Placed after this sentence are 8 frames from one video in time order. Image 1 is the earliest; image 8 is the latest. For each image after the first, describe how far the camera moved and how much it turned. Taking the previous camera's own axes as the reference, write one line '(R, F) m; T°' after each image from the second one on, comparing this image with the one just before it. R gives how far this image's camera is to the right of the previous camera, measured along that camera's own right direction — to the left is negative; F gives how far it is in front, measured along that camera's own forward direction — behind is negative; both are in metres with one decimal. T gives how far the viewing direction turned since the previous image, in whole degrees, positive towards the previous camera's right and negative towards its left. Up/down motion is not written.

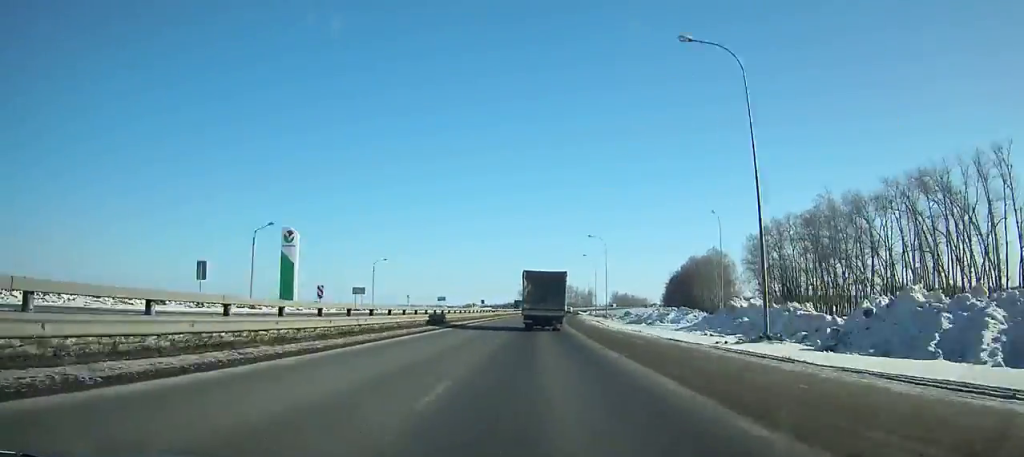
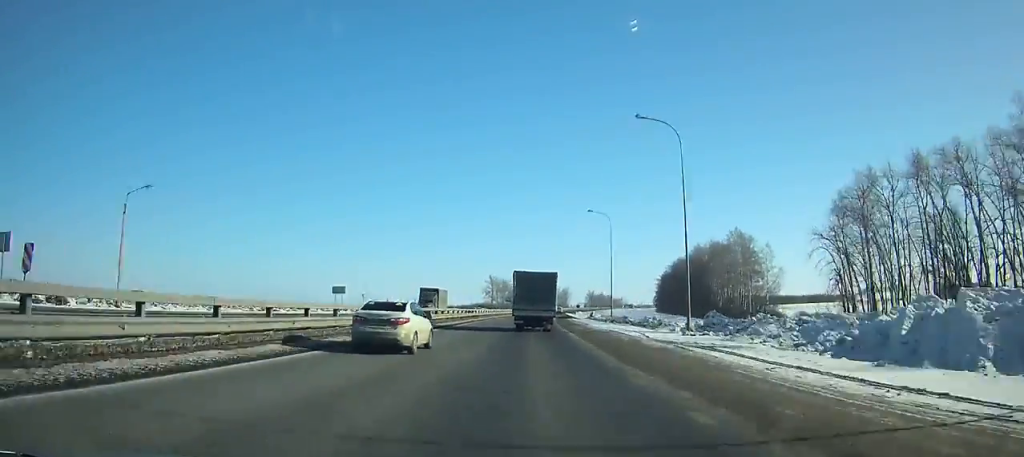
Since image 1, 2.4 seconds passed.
(+1.2, +53.1) m; +2°
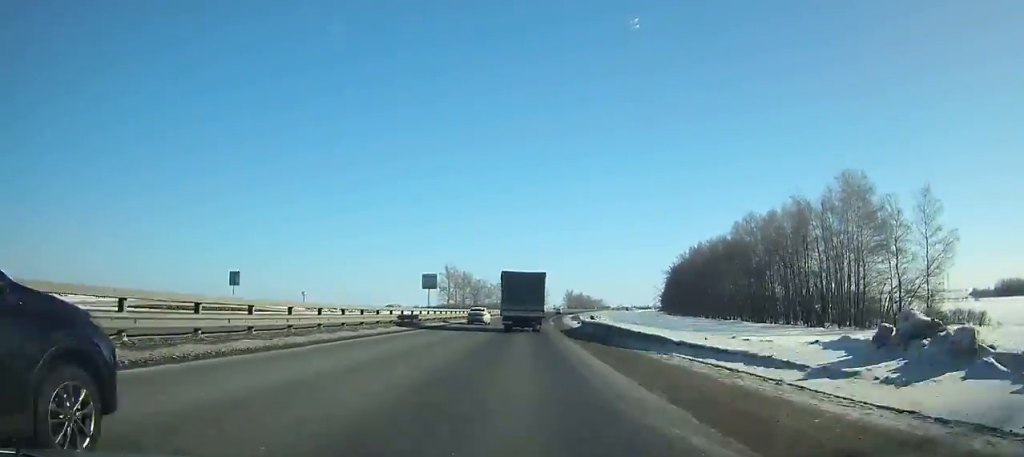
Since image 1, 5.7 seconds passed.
(+2.1, +74.3) m; +3°
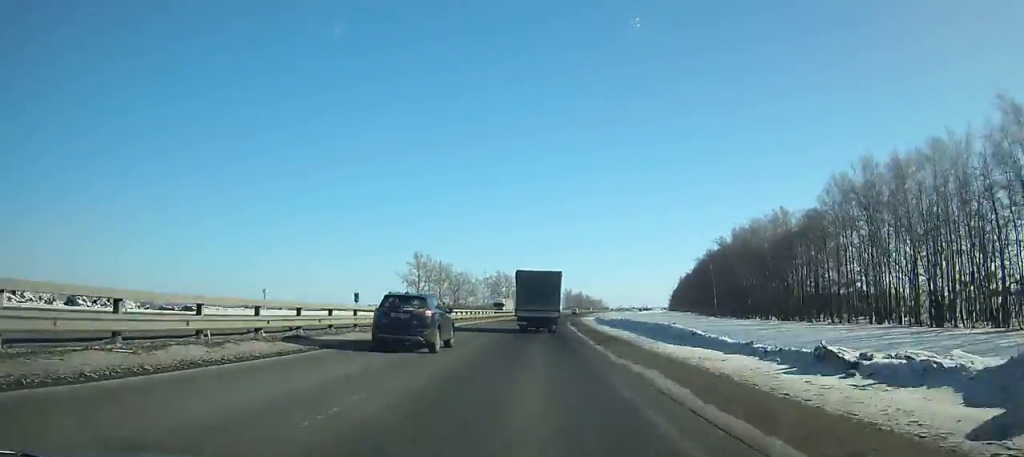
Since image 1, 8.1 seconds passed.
(+0.8, +55.9) m; +2°
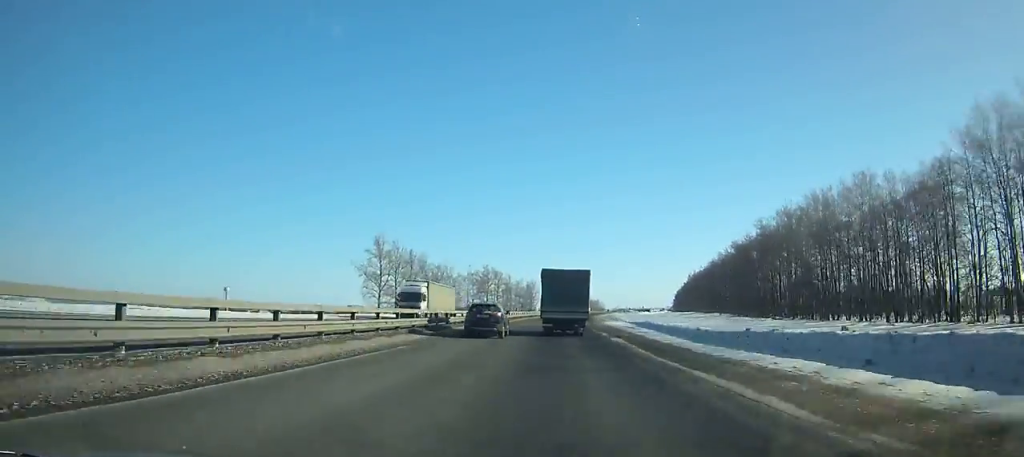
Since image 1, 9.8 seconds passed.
(0.0, +40.4) m; +1°
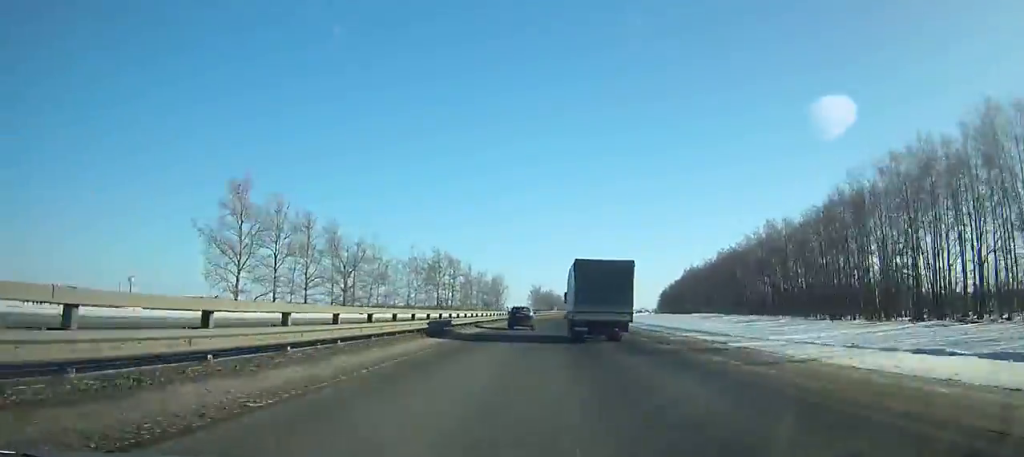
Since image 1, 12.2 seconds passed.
(+1.0, +60.1) m; +3°
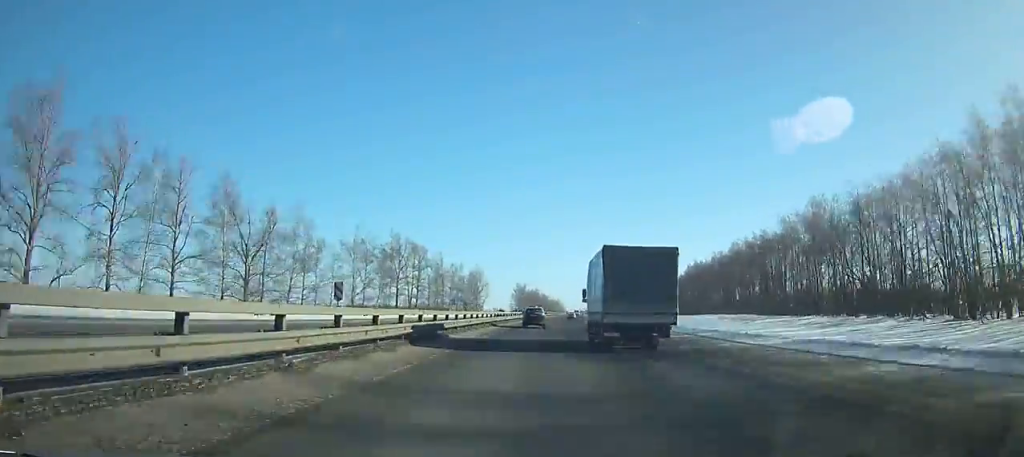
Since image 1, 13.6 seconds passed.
(+0.8, +36.5) m; +2°
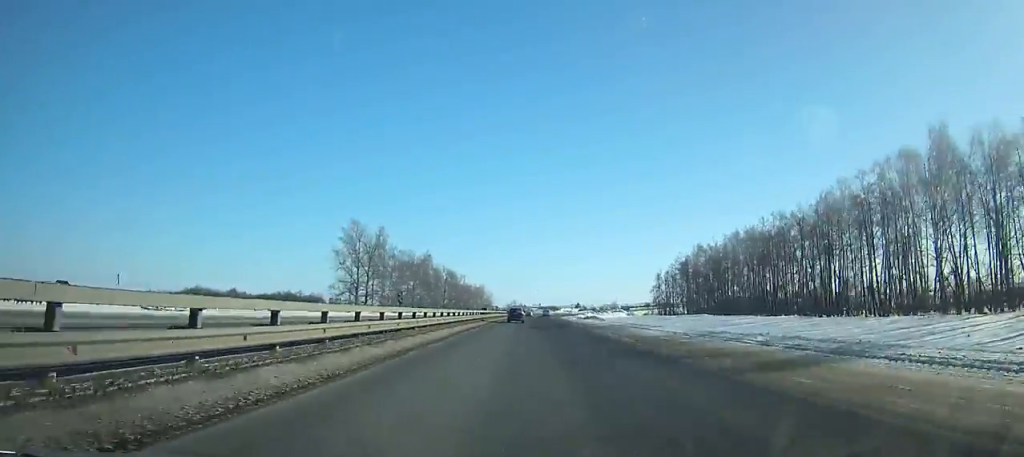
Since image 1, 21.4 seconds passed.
(+15.0, +216.1) m; +7°
